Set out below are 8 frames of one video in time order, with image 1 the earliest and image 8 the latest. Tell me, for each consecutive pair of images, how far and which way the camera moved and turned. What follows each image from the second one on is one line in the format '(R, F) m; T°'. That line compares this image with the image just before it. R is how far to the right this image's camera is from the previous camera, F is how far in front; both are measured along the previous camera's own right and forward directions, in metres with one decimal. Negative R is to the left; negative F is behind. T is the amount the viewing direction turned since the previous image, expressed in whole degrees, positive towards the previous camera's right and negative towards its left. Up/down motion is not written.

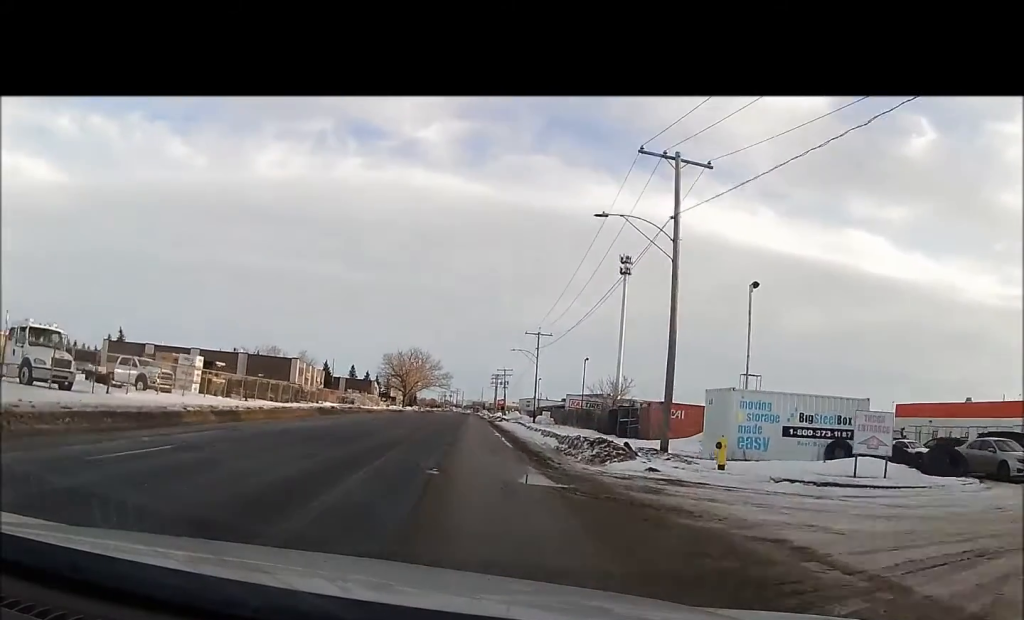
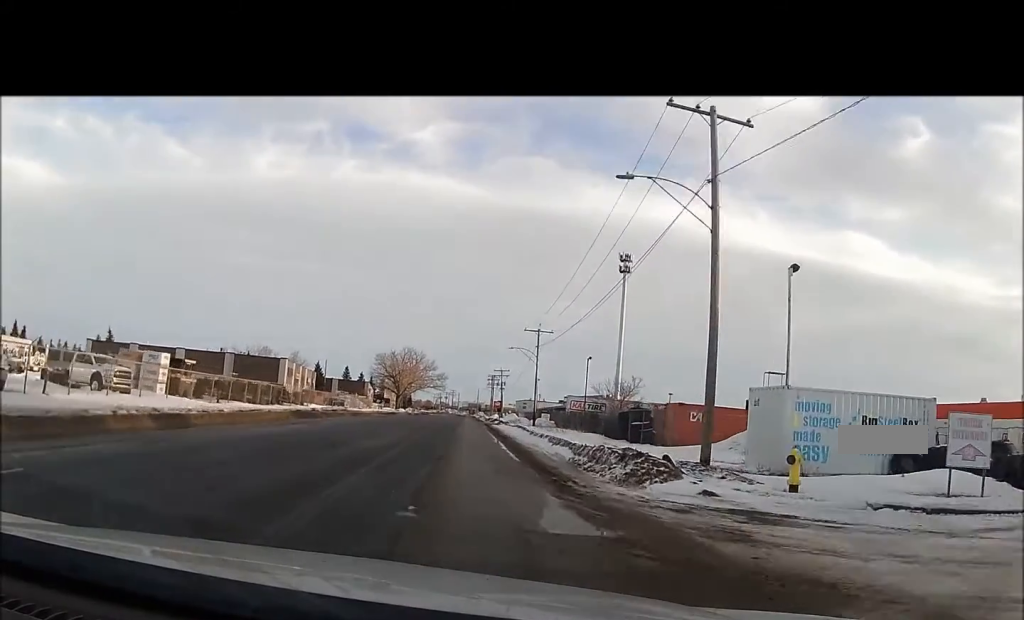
(+0.1, +4.4) m; +1°
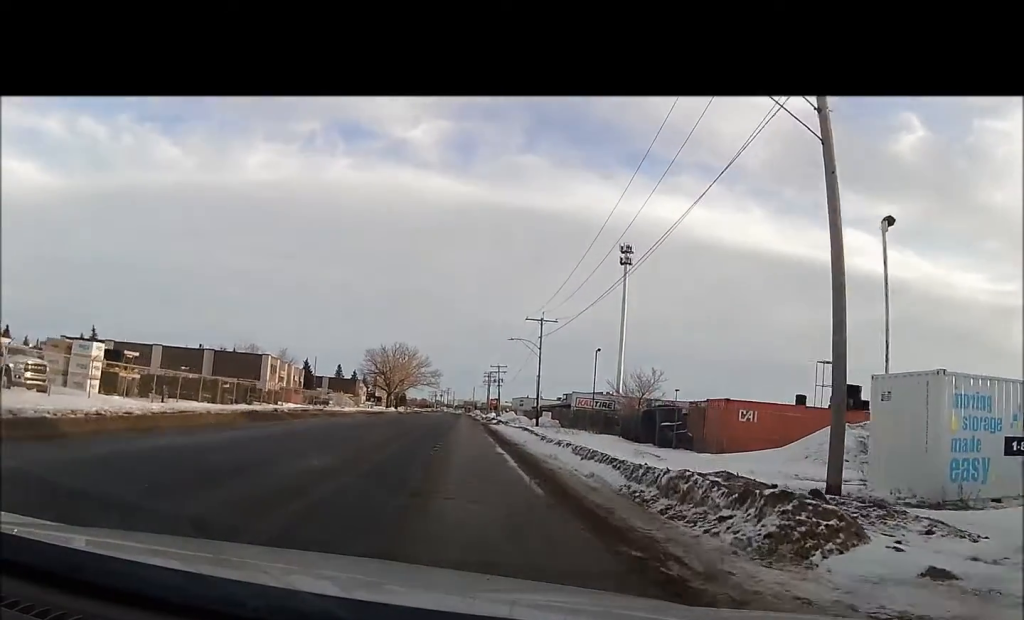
(+0.1, +6.9) m; +1°
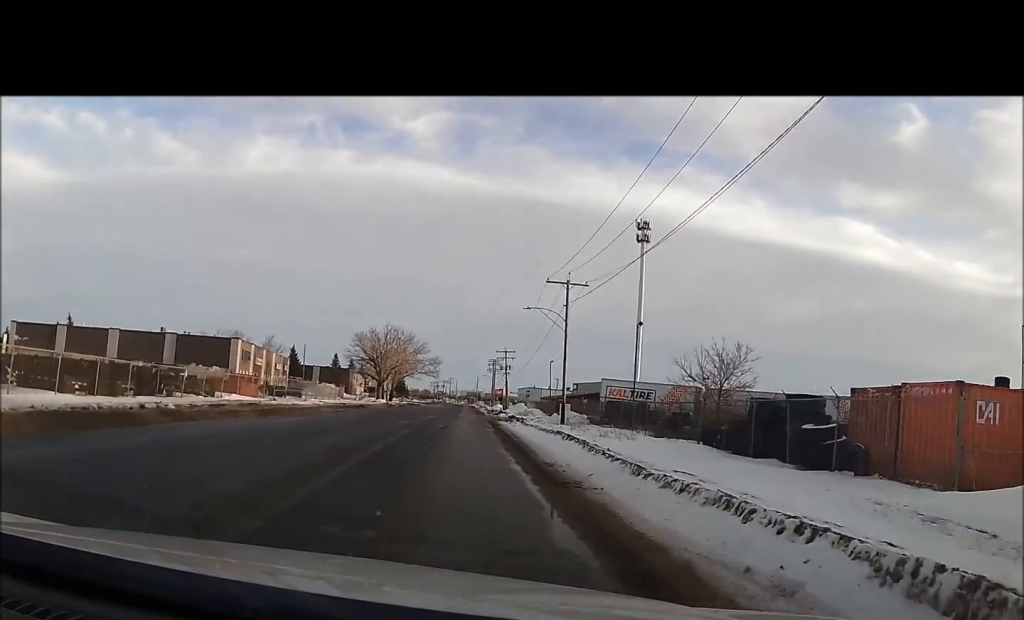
(-0.1, +15.1) m; -1°
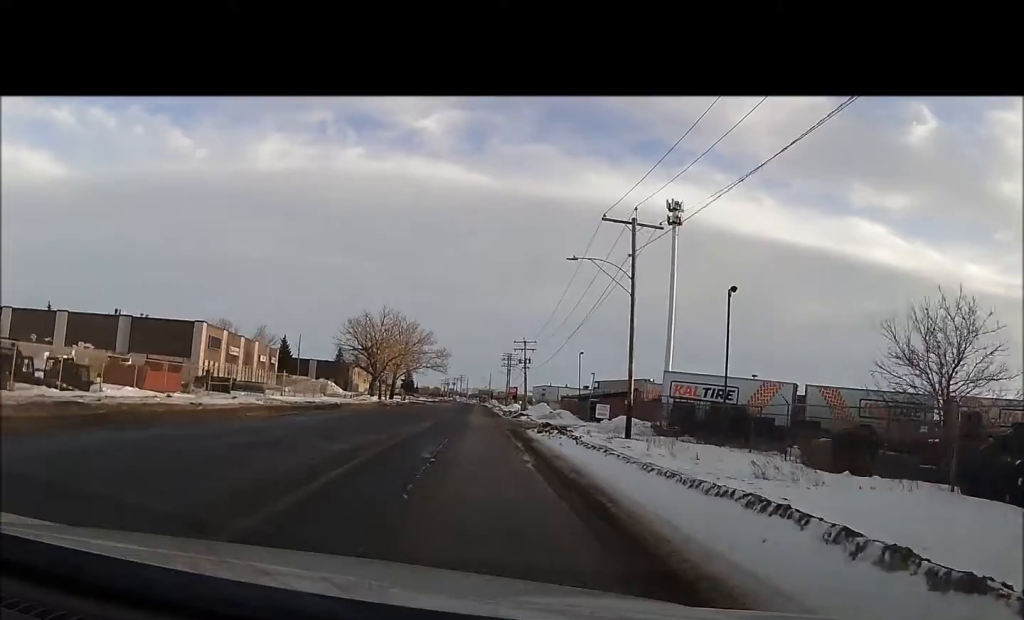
(-0.2, +15.5) m; -1°
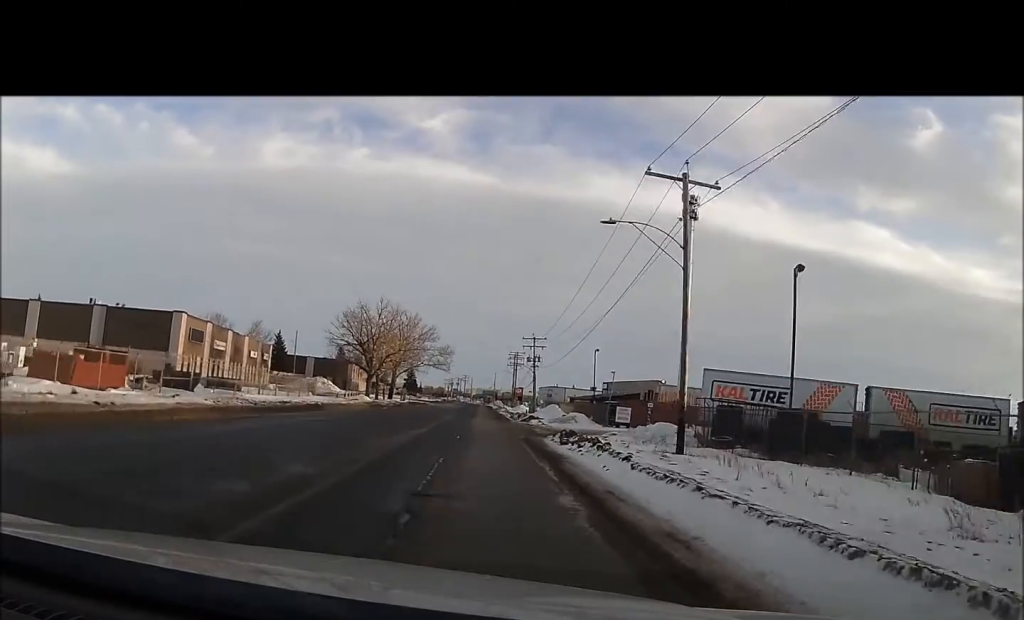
(+0.1, +6.9) m; 0°
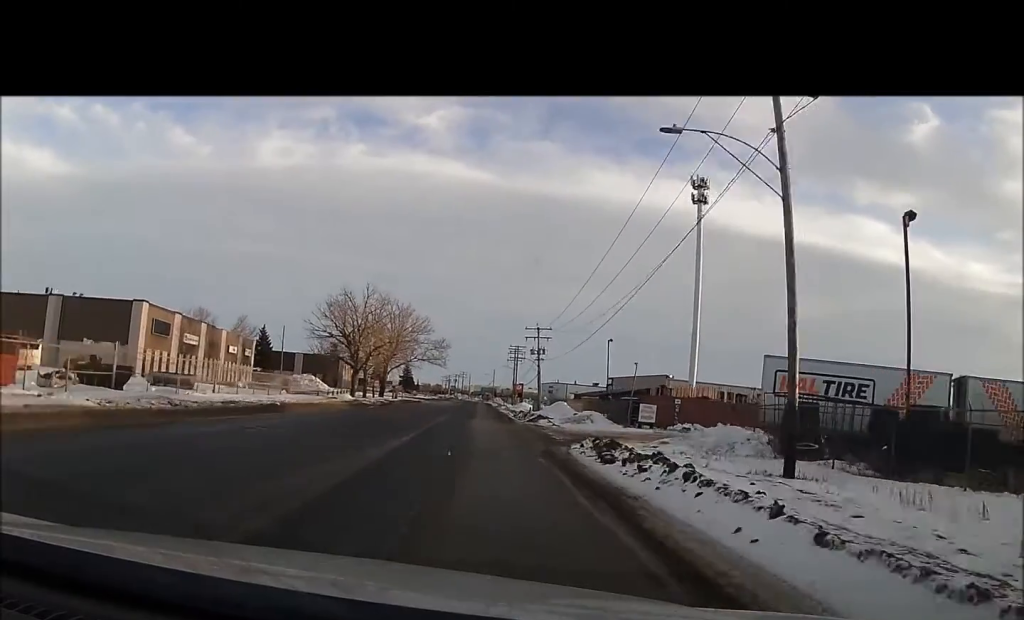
(-0.1, +8.2) m; 0°
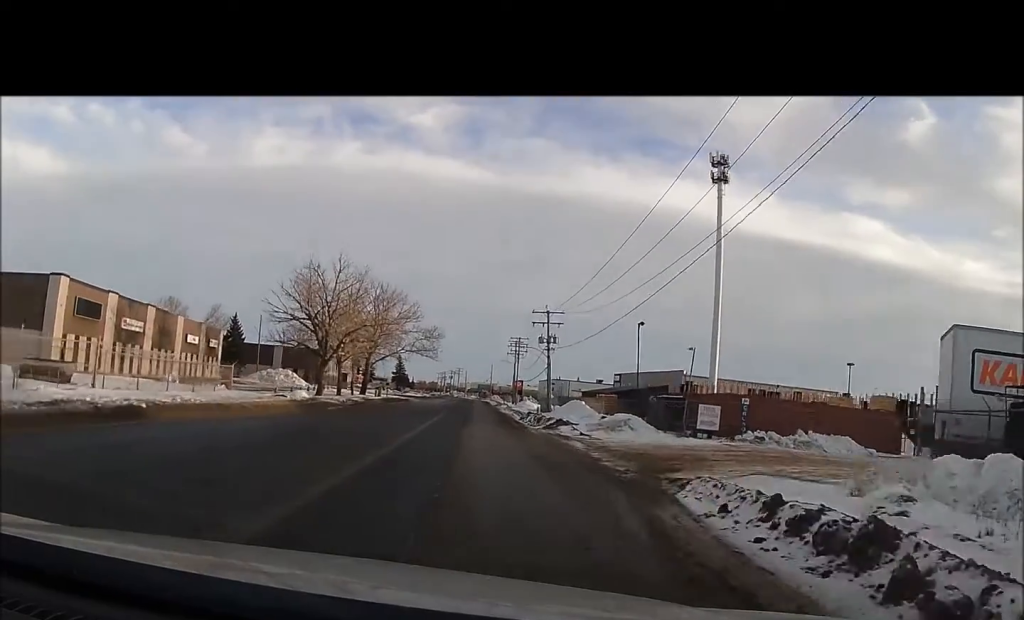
(0.0, +13.1) m; +1°
